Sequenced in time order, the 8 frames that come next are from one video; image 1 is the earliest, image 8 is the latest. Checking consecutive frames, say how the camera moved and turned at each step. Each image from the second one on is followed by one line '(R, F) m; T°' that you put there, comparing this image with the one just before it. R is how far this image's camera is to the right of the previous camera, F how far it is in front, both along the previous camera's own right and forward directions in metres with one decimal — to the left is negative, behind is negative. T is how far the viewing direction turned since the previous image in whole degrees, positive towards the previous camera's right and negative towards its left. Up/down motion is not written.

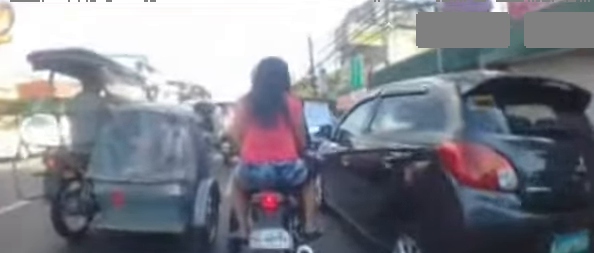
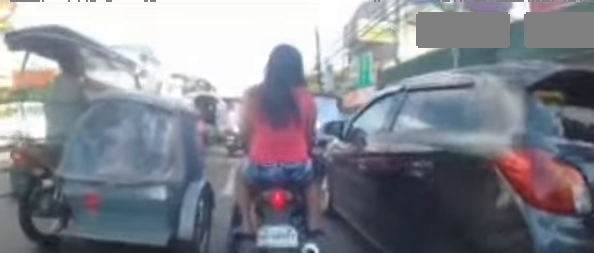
(0.0, +0.3) m; 0°
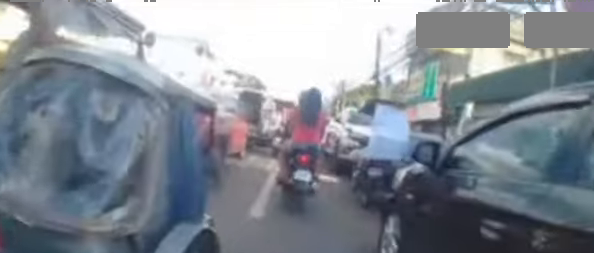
(0.0, +0.9) m; 0°
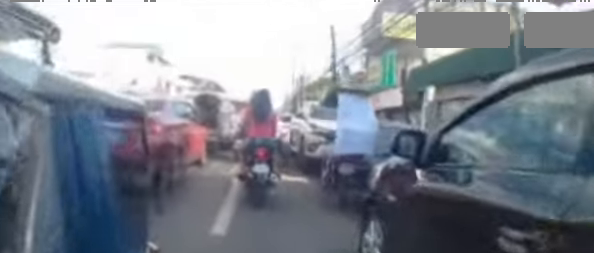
(0.0, +0.2) m; 0°
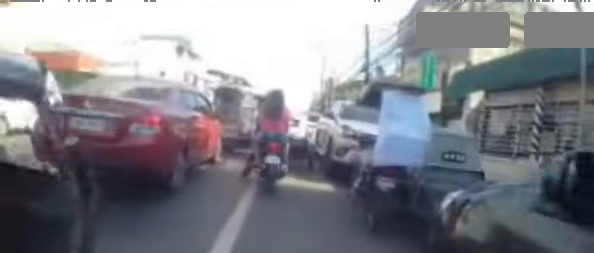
(0.0, +0.4) m; 0°
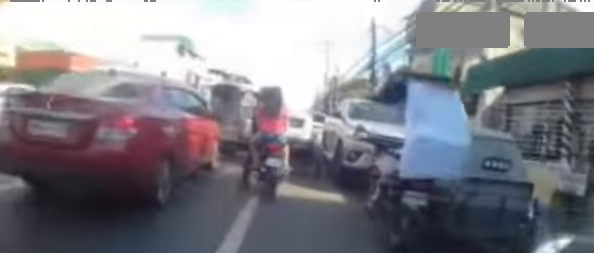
(0.0, +0.3) m; 0°
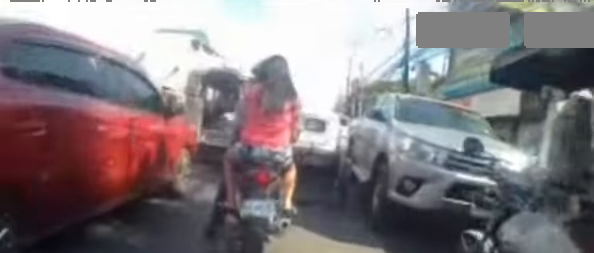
(0.0, +1.1) m; 0°
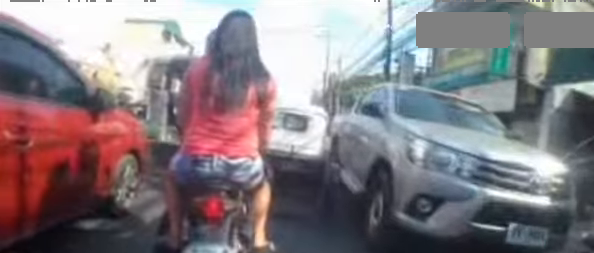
(0.0, +0.8) m; 0°
